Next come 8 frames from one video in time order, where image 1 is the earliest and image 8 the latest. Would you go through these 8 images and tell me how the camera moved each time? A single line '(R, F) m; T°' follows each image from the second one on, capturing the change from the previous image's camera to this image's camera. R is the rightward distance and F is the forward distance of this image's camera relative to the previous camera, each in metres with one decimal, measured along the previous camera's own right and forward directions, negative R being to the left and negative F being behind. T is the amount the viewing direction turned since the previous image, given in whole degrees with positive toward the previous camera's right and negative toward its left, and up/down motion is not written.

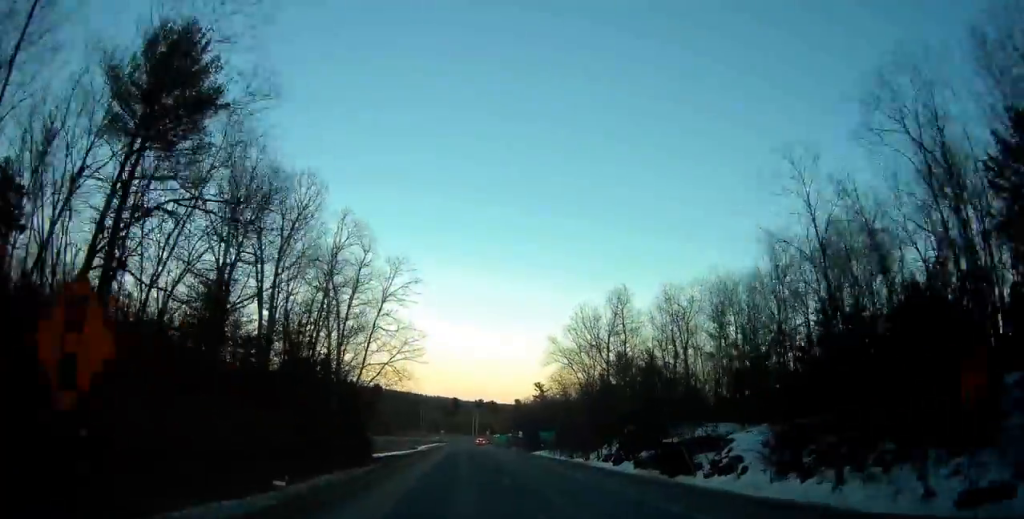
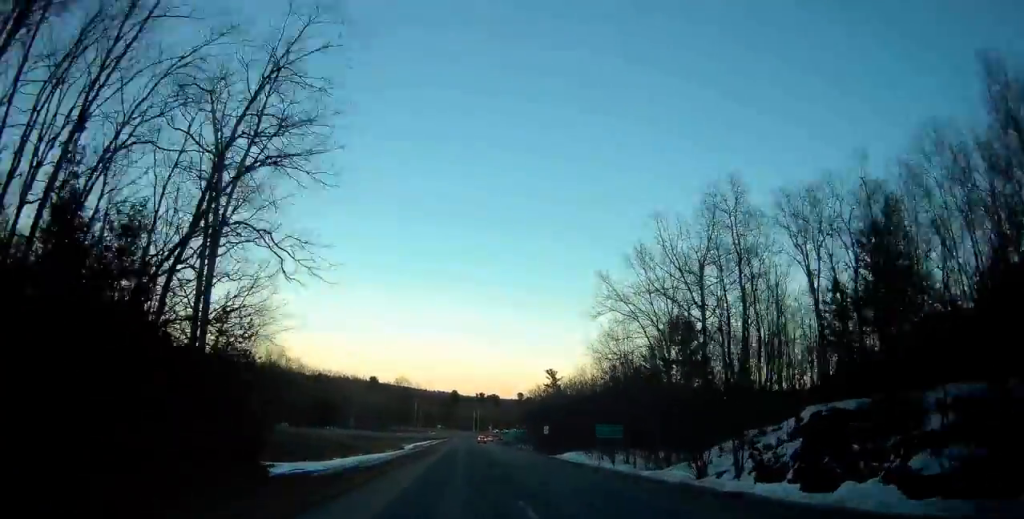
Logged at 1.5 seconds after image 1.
(0.0, +33.1) m; +1°
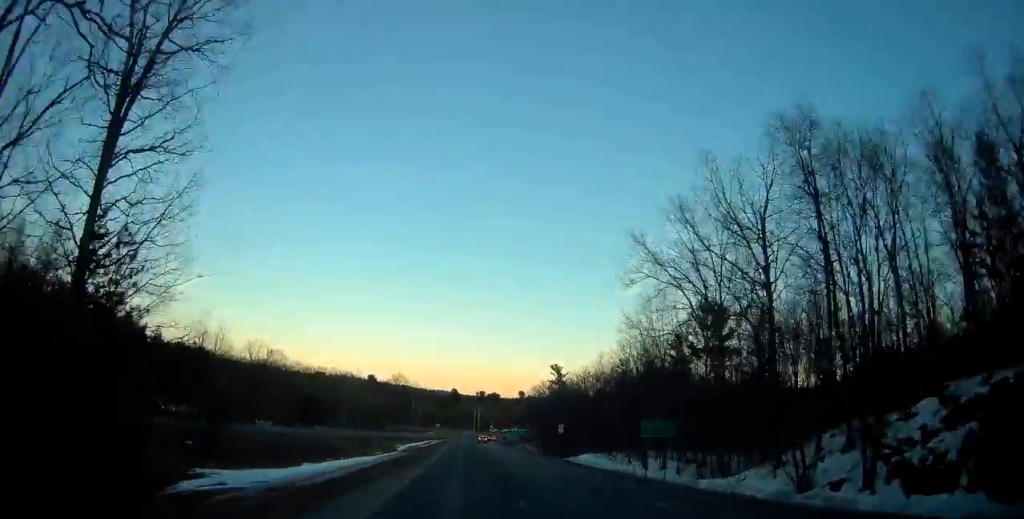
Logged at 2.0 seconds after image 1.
(+0.2, +11.4) m; 0°
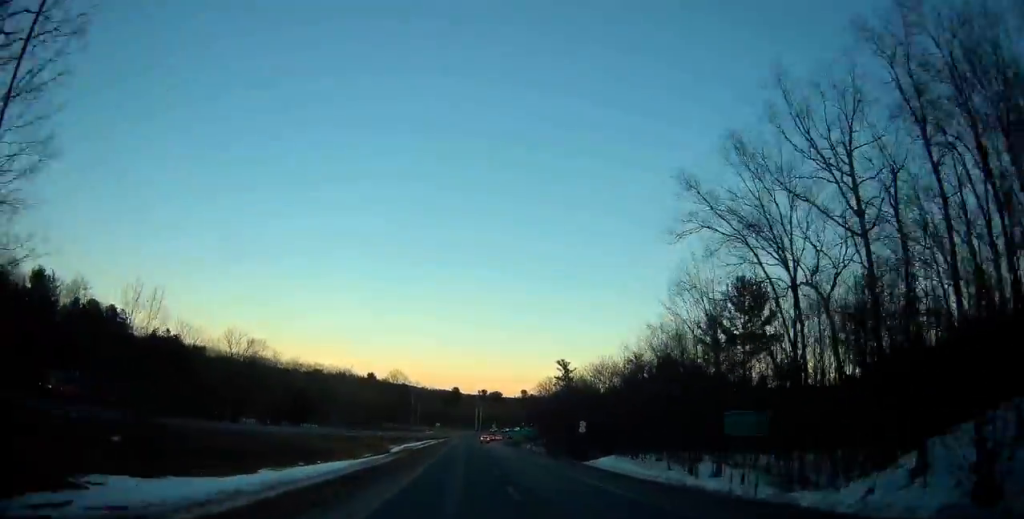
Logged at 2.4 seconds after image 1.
(+0.2, +10.7) m; 0°
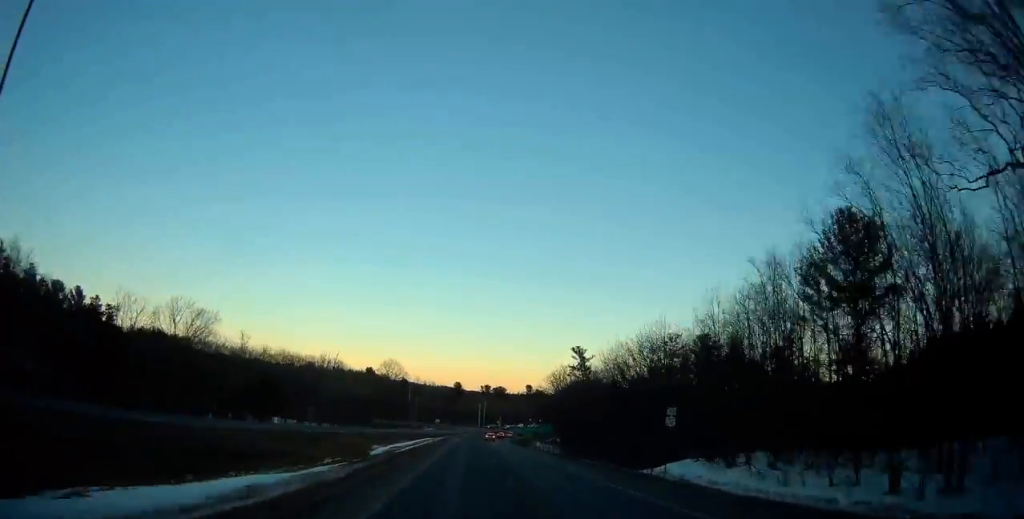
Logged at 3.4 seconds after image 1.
(-0.3, +21.3) m; -1°
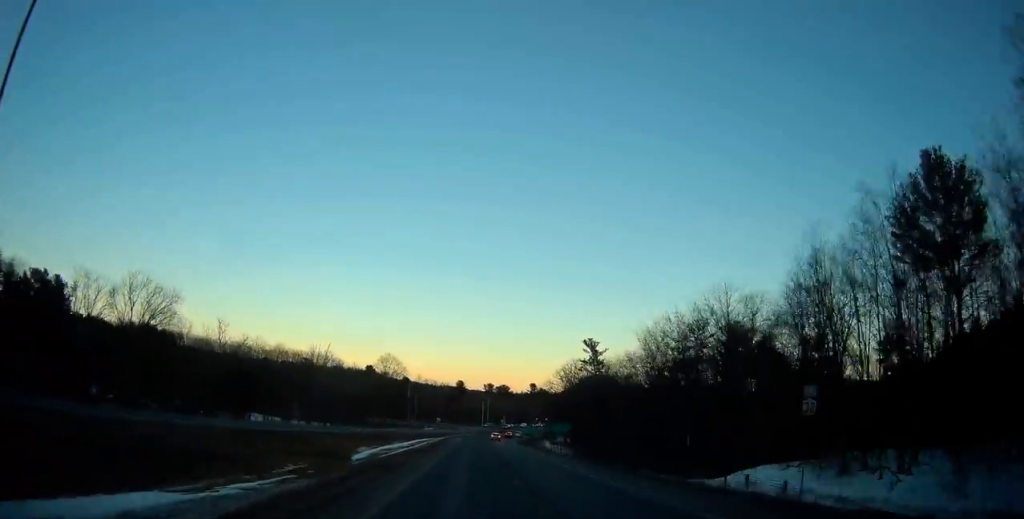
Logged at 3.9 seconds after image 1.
(-0.1, +12.2) m; 0°
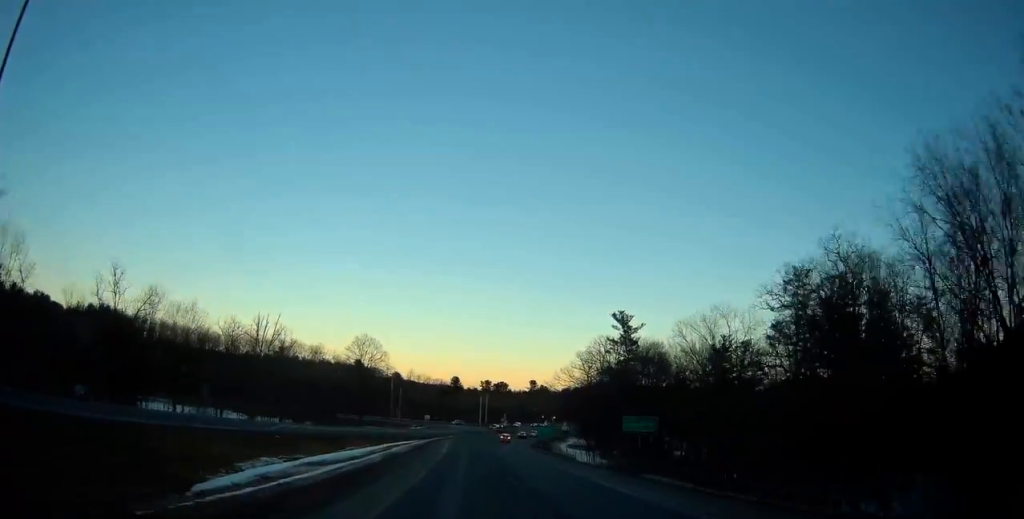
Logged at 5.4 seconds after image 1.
(0.0, +34.5) m; 0°
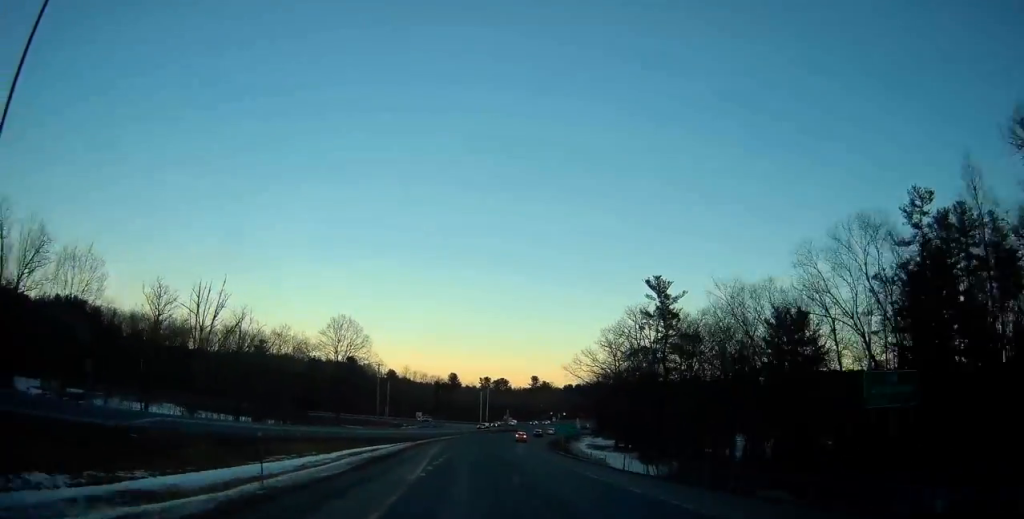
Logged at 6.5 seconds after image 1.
(0.0, +24.1) m; 0°
